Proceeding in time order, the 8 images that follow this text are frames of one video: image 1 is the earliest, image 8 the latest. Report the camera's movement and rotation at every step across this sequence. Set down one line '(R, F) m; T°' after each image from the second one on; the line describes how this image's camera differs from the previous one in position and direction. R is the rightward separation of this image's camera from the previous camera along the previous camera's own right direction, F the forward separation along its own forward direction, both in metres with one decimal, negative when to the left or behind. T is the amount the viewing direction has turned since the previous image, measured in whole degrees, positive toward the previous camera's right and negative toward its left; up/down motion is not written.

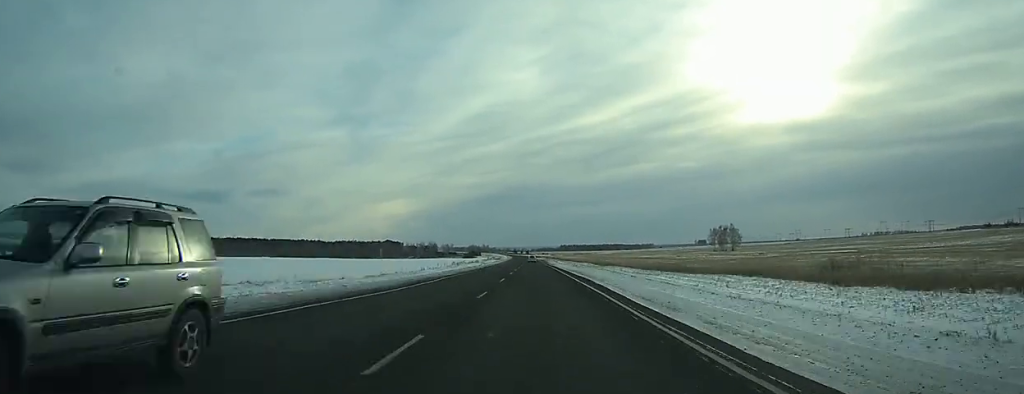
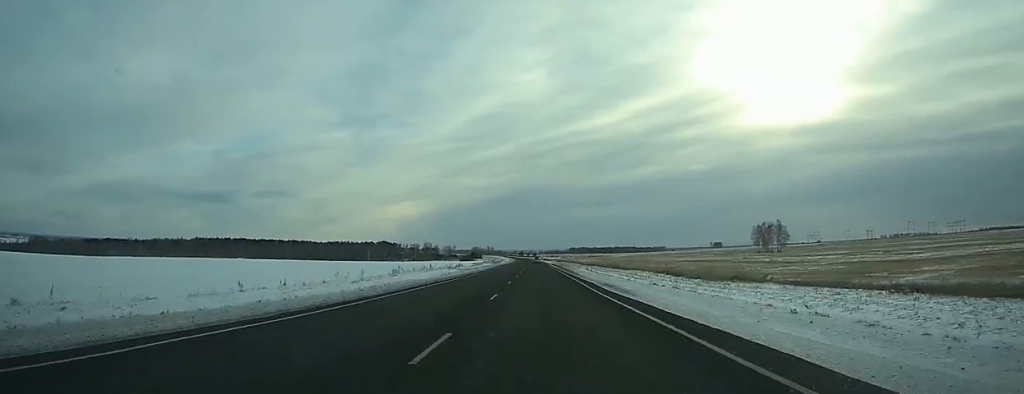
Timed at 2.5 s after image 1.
(-0.1, +72.6) m; 0°
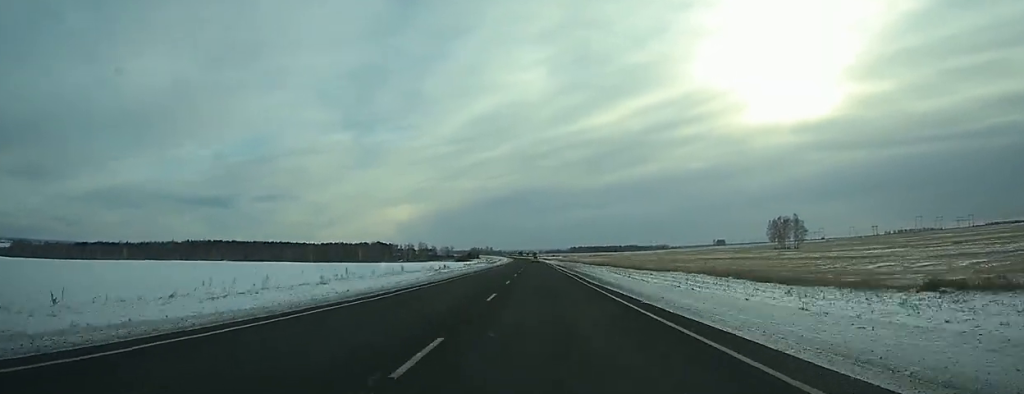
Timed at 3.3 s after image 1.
(0.0, +26.3) m; 0°
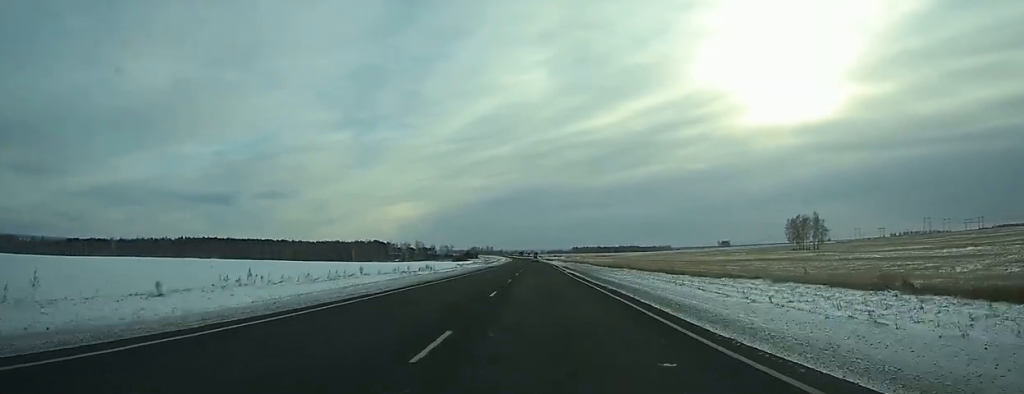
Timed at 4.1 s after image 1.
(0.0, +24.6) m; 0°
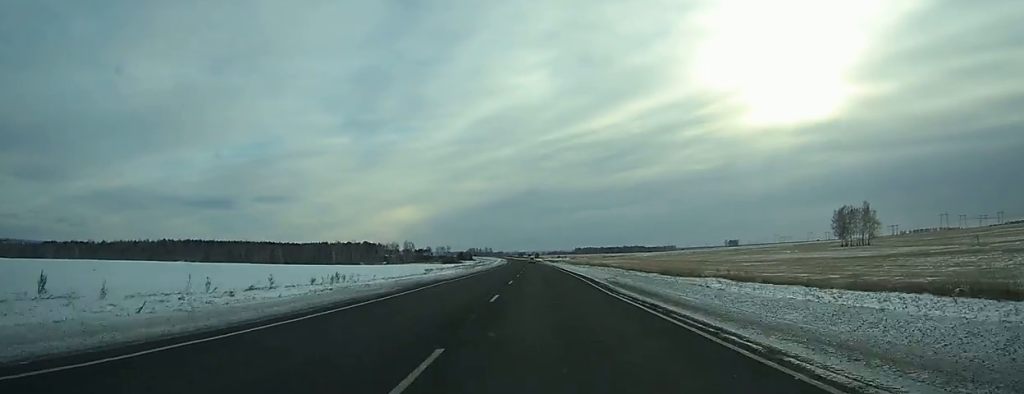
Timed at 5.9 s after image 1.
(-0.2, +54.7) m; 0°
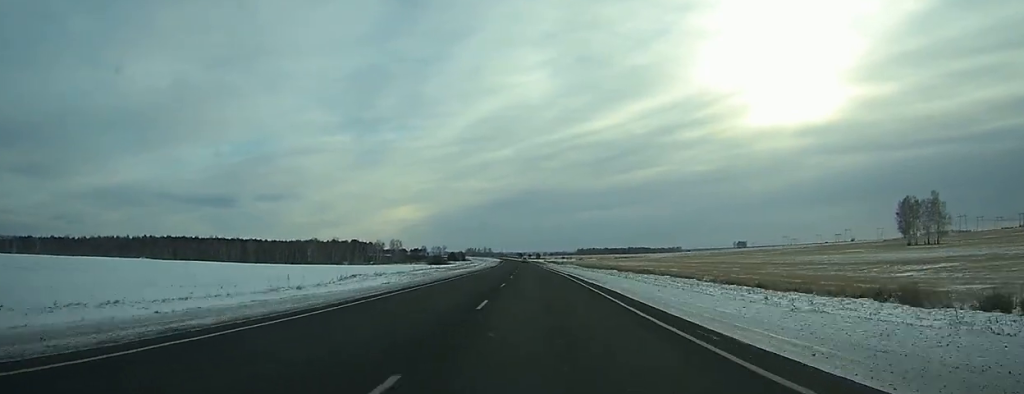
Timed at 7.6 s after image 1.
(-0.1, +55.0) m; 0°
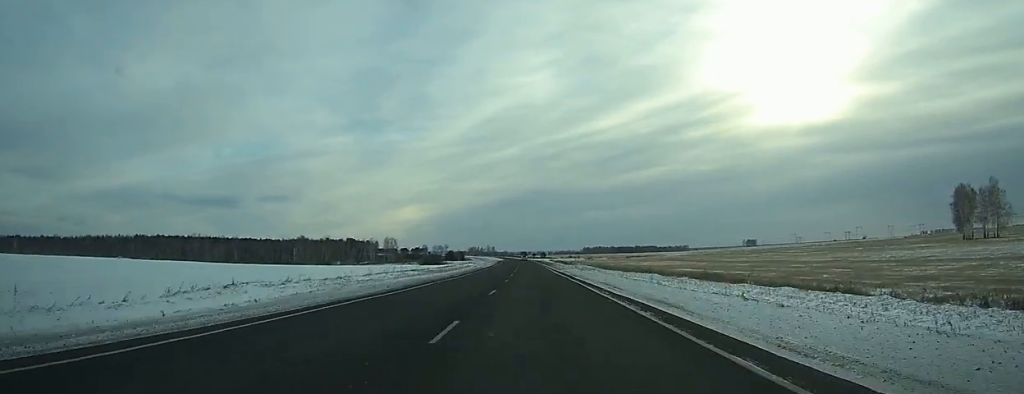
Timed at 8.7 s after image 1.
(-0.1, +31.3) m; 0°
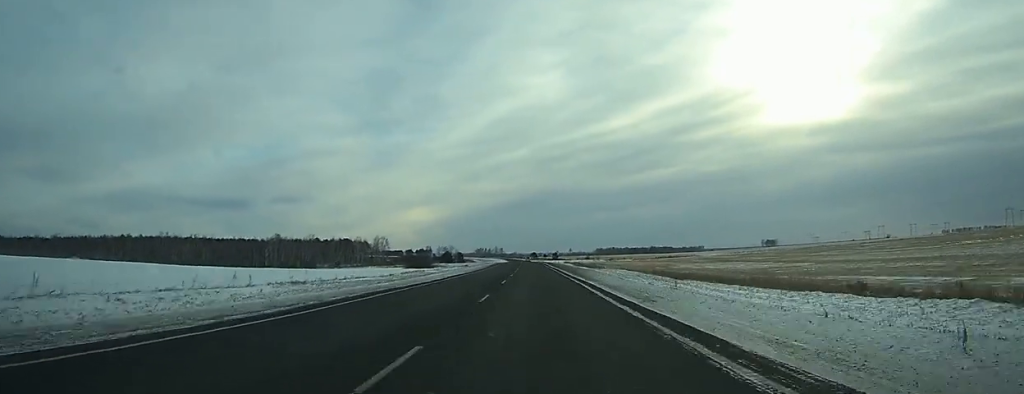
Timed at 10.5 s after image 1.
(-0.3, +49.6) m; -1°
